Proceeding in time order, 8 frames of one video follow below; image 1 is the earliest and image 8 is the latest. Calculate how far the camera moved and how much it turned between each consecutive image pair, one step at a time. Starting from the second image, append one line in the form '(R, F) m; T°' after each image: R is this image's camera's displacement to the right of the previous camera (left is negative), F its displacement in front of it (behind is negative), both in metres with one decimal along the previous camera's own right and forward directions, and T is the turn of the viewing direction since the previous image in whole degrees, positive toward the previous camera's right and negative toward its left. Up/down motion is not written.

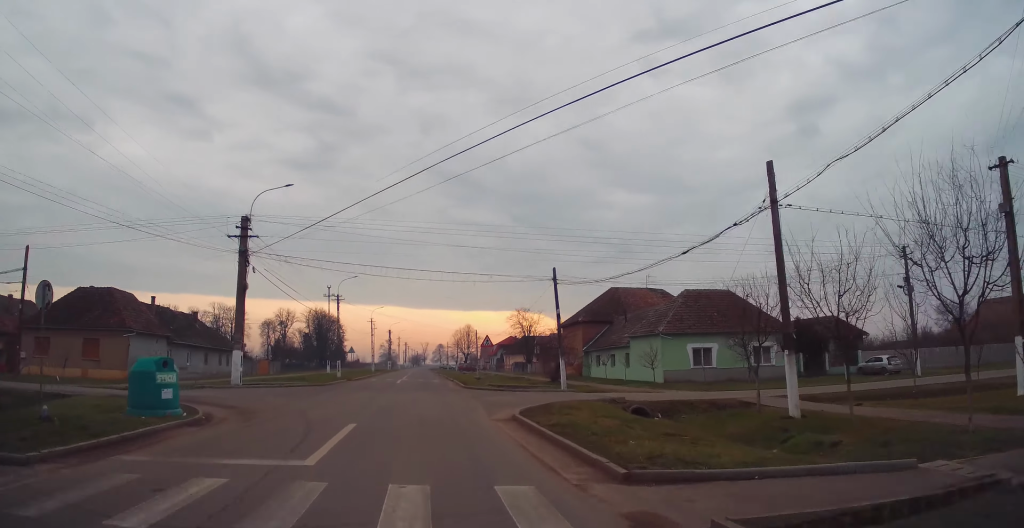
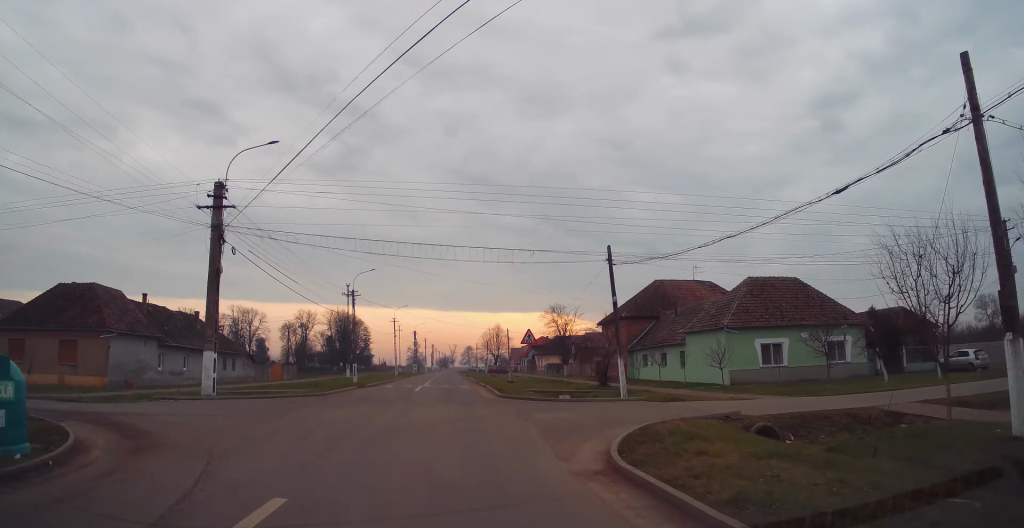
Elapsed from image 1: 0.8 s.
(-0.2, +7.2) m; -3°
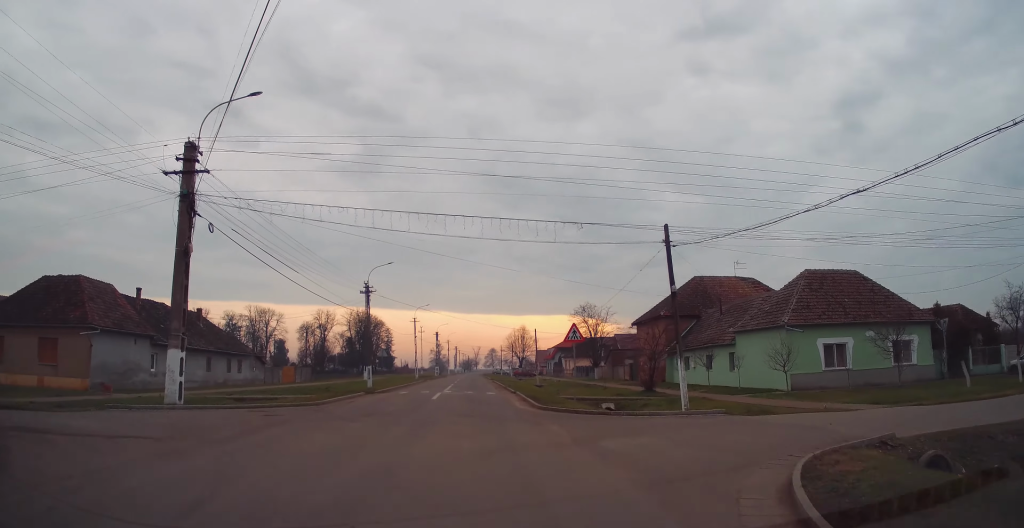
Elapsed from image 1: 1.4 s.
(-0.2, +5.6) m; -4°
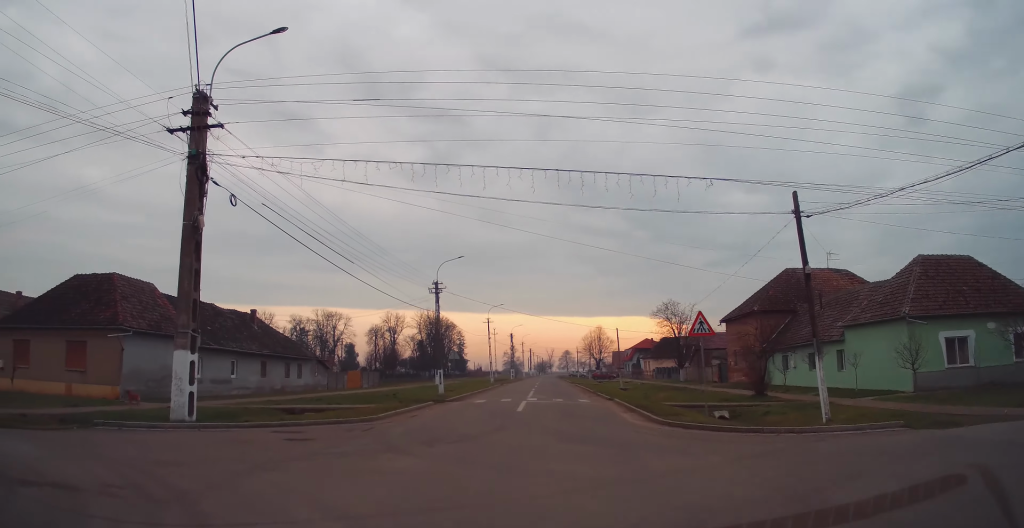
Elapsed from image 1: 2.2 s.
(+0.1, +5.5) m; -11°
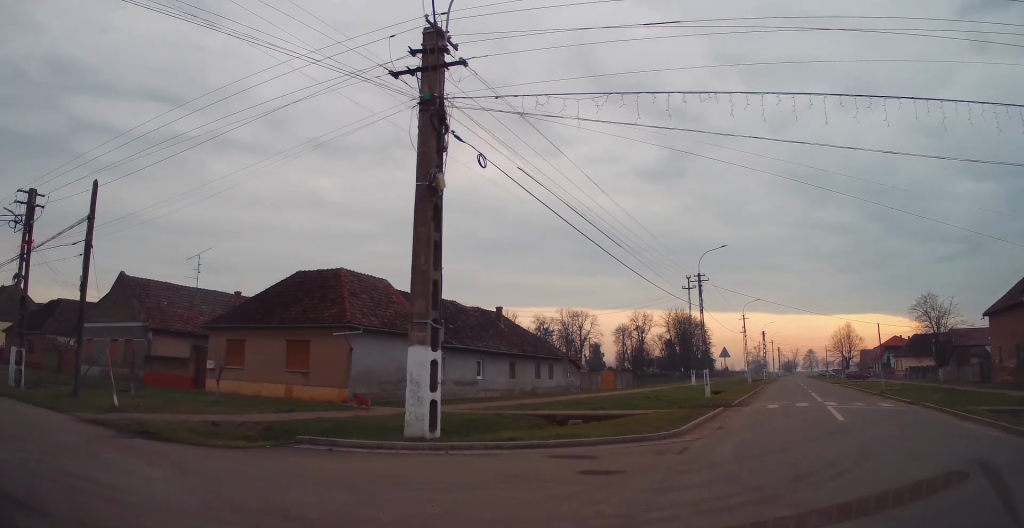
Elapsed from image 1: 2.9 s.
(-0.9, +3.9) m; -16°
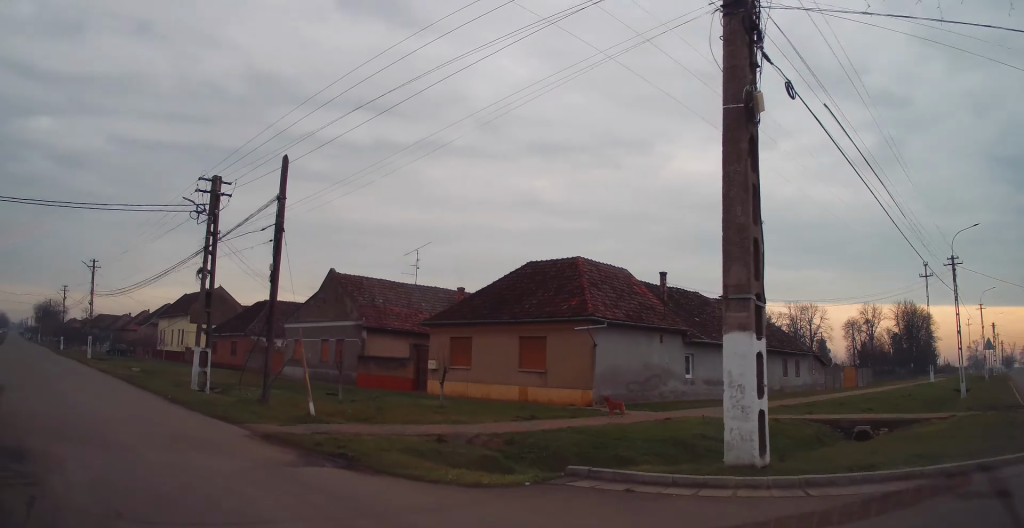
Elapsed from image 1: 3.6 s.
(-0.6, +3.9) m; -16°
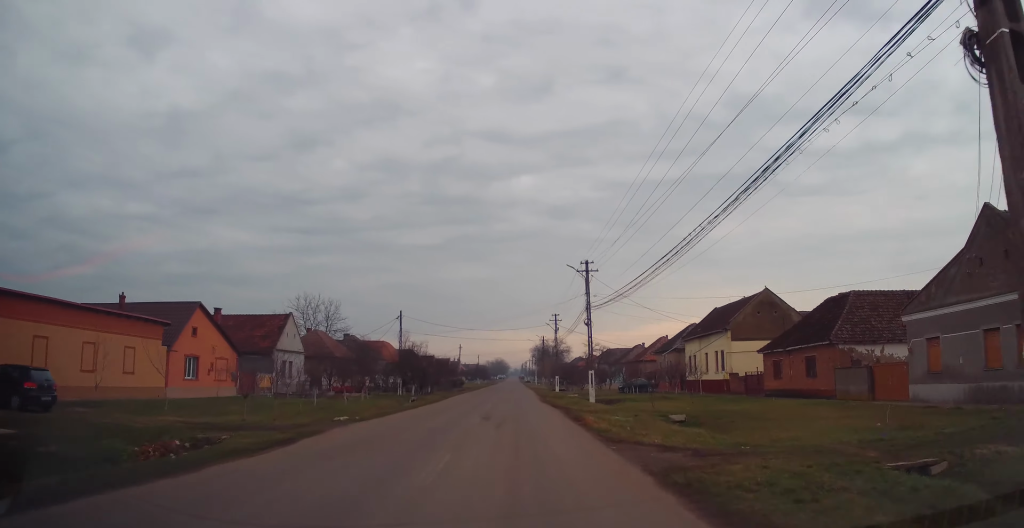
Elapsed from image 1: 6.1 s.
(-7.3, +14.5) m; -41°
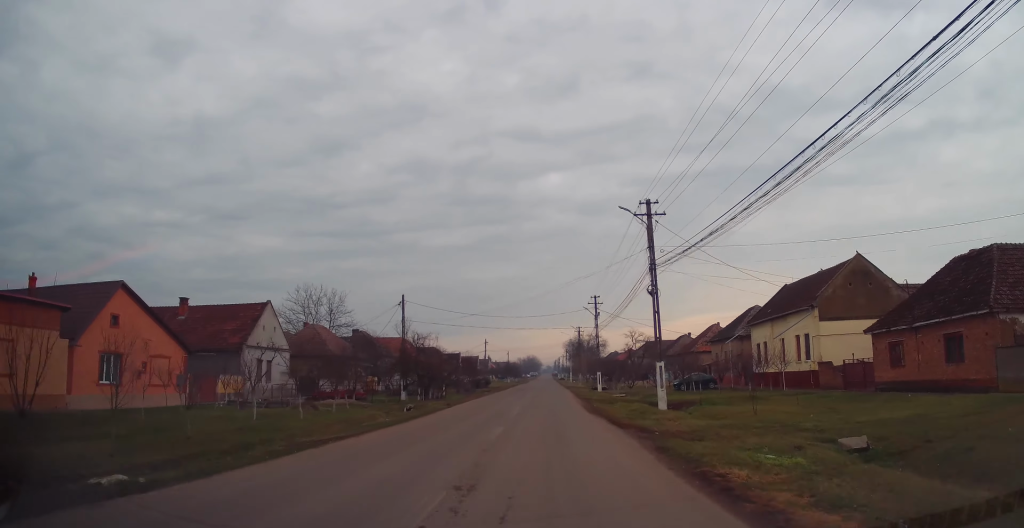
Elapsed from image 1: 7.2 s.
(-0.2, +10.2) m; -6°
